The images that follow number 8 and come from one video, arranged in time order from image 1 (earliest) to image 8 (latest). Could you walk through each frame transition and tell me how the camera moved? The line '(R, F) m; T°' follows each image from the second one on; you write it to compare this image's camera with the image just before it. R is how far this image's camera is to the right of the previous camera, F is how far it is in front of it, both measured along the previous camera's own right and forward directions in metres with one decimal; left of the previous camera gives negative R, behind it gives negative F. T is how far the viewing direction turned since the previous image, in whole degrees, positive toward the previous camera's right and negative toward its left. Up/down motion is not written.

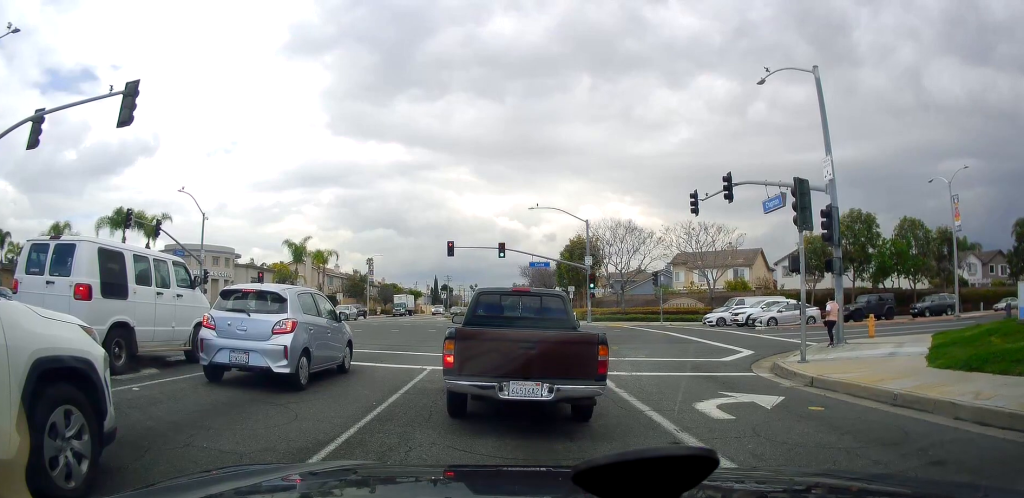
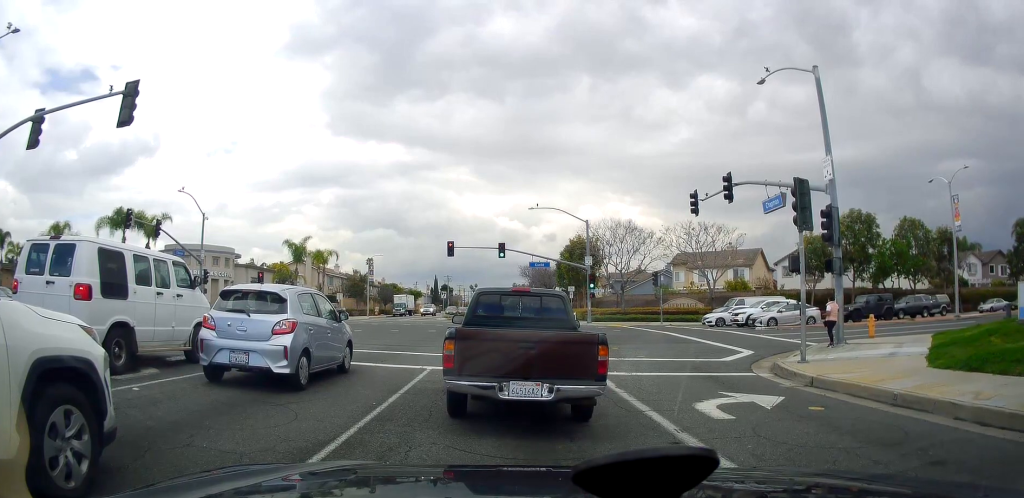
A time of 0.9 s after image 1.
(0.0, 0.0) m; 0°
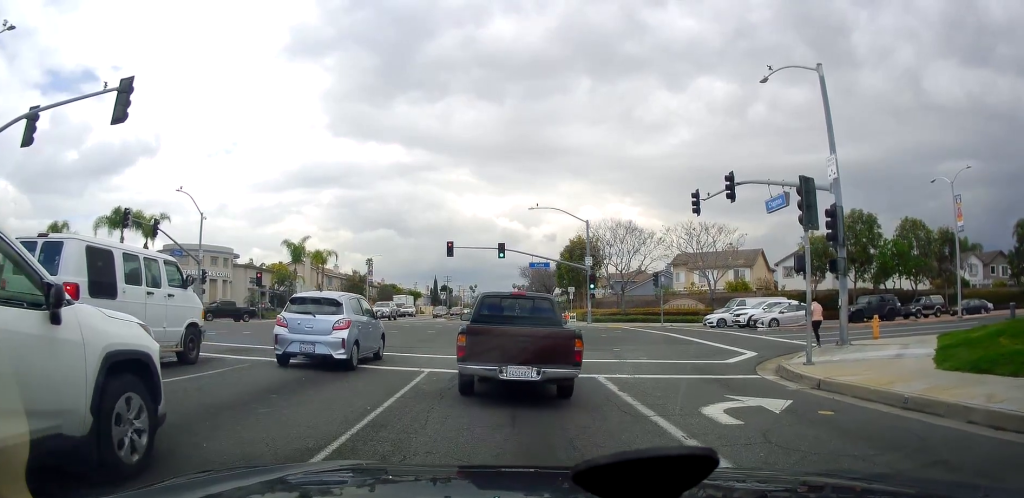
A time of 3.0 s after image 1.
(0.0, +0.5) m; 0°
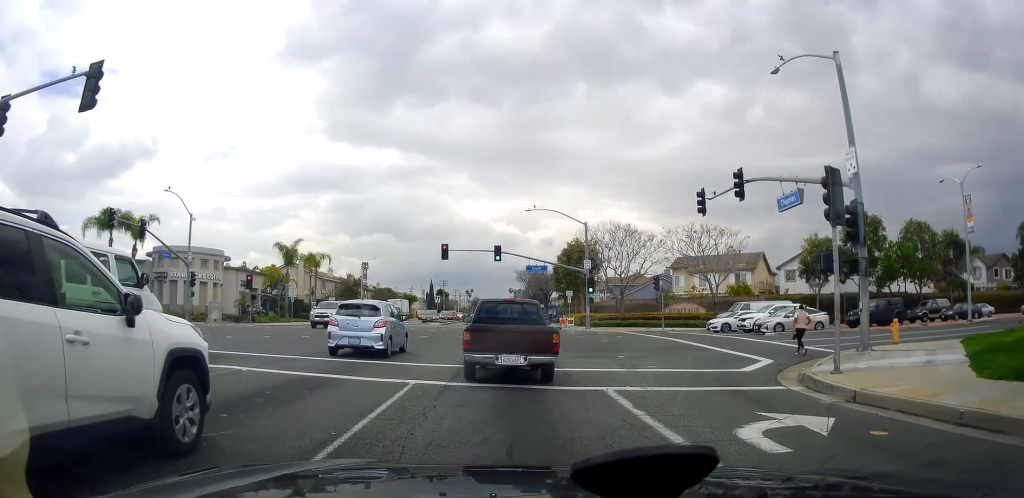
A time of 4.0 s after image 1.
(0.0, +0.8) m; 0°
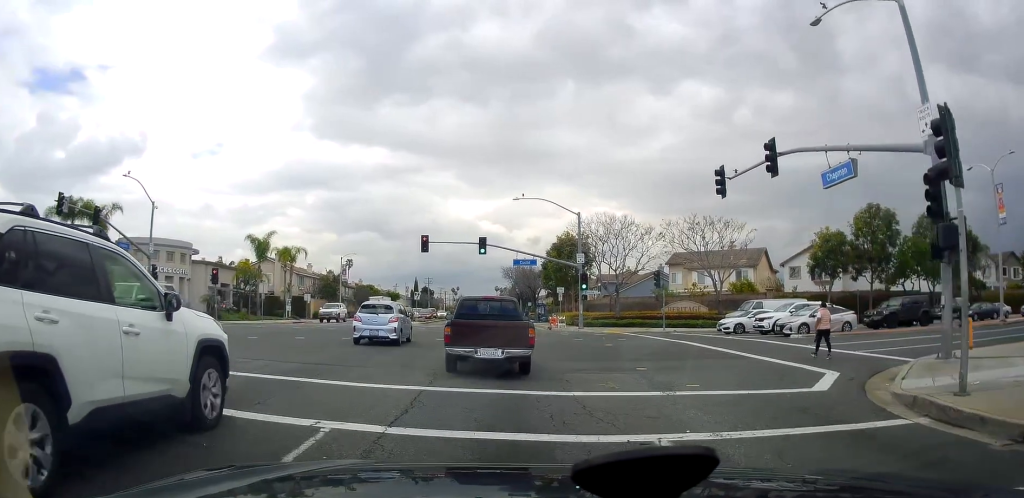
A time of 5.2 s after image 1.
(0.0, +2.8) m; +2°
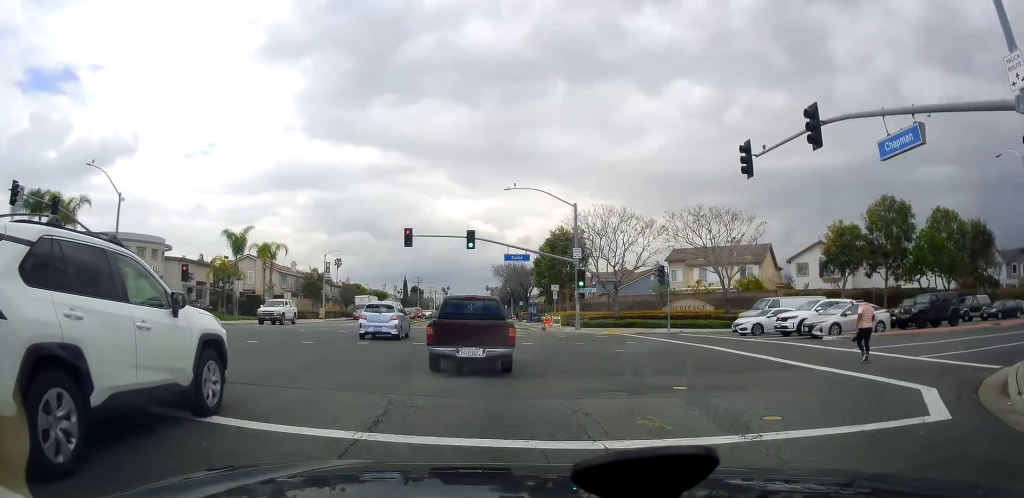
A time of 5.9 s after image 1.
(0.0, +3.0) m; +2°
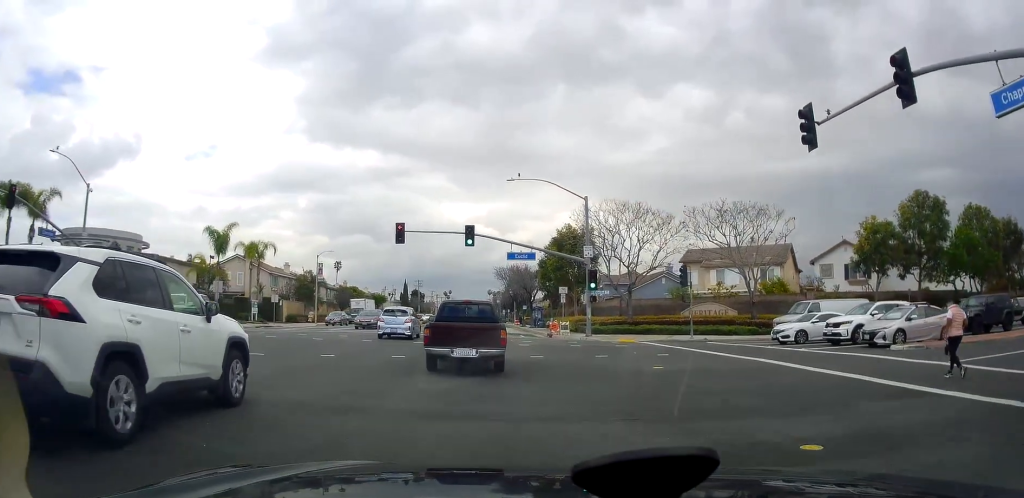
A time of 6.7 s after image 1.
(+0.2, +4.5) m; -2°
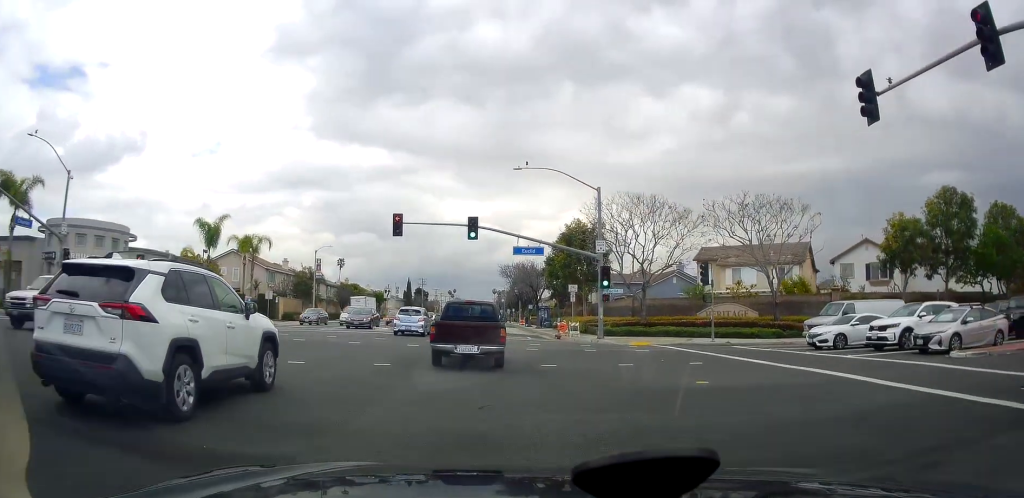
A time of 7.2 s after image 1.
(-0.2, +3.1) m; -2°
